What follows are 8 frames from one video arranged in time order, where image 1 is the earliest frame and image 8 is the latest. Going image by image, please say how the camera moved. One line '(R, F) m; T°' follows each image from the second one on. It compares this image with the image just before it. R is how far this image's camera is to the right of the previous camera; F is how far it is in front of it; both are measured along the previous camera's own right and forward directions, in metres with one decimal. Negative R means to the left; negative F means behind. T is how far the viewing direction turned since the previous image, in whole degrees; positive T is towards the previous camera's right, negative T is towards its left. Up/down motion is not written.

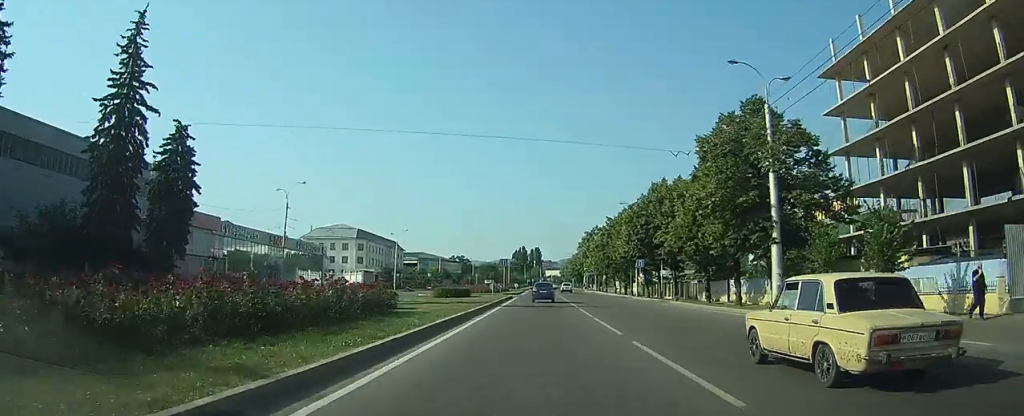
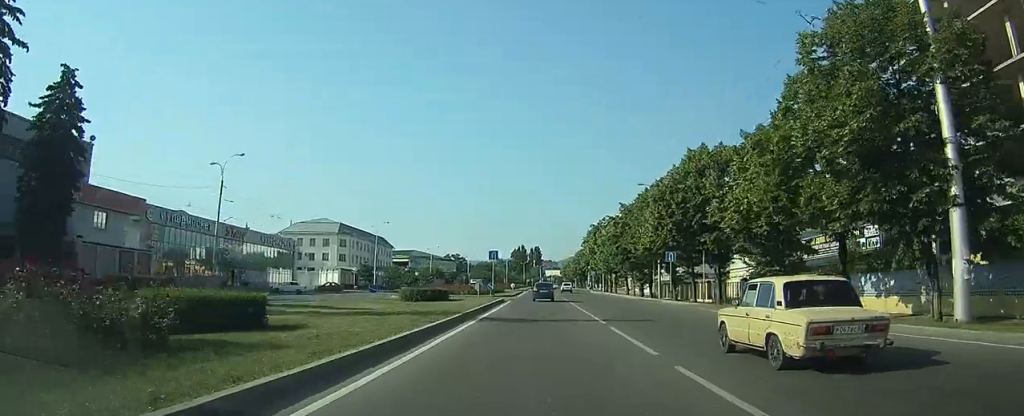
(0.0, +13.6) m; 0°
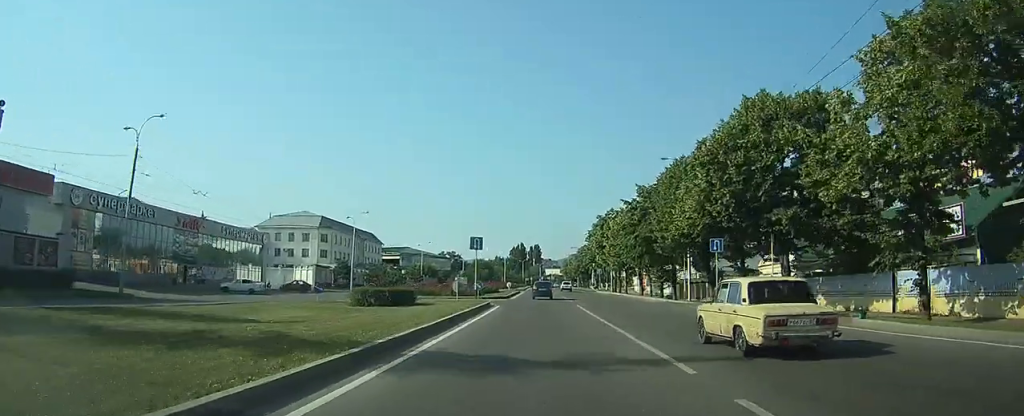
(0.0, +11.8) m; 0°
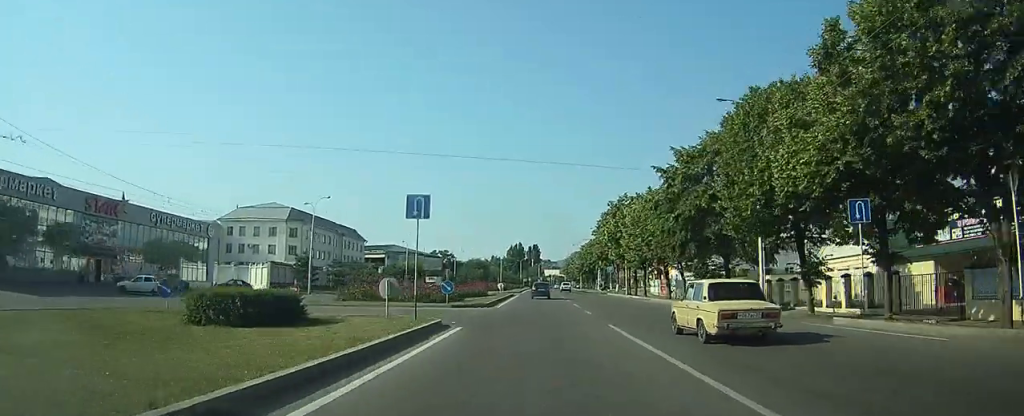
(0.0, +15.8) m; 0°
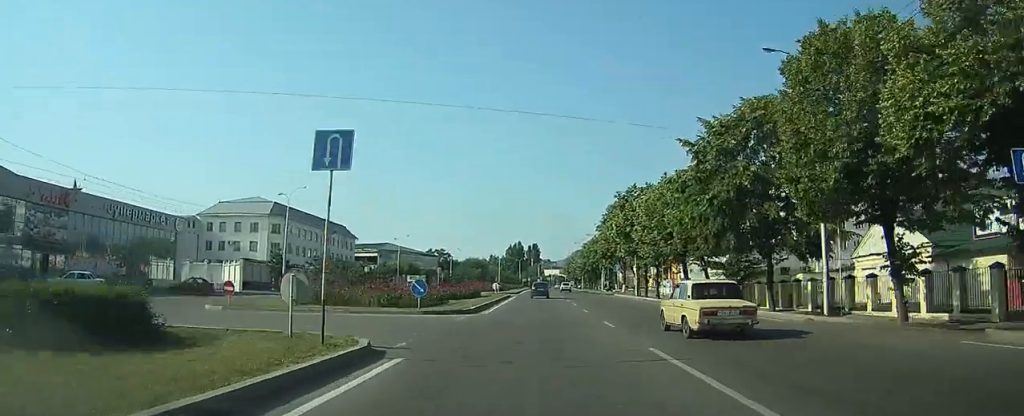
(0.0, +7.5) m; 0°
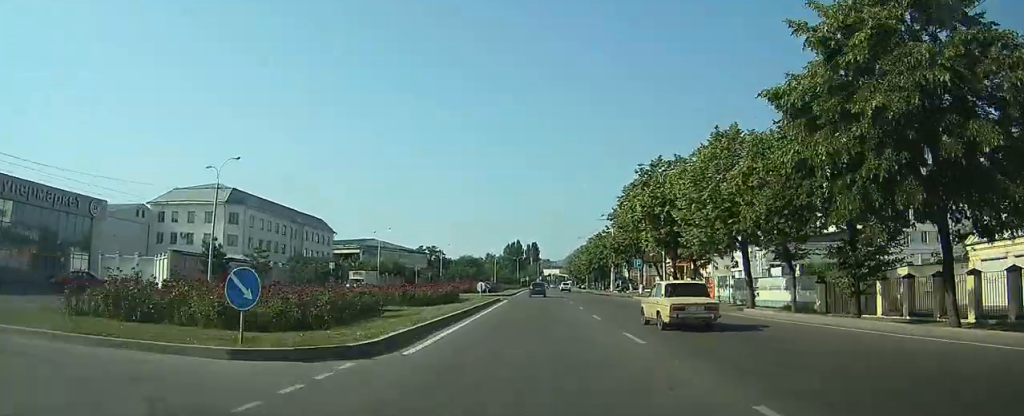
(0.0, +15.0) m; 0°
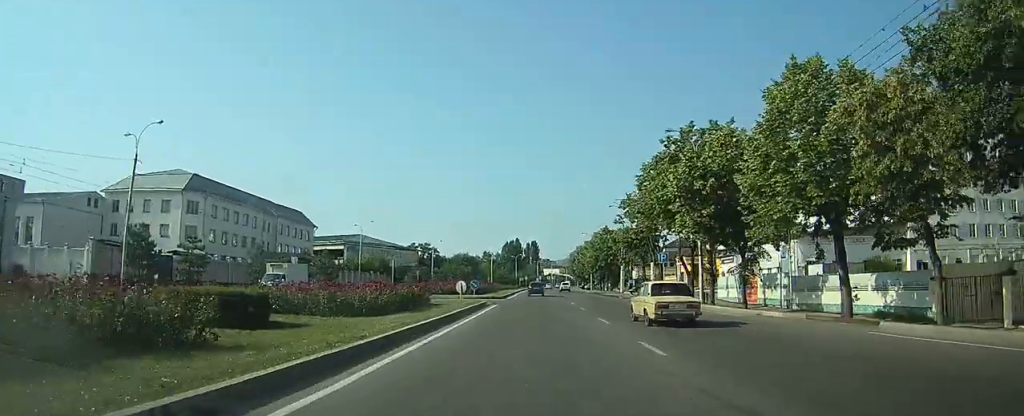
(0.0, +11.3) m; 0°
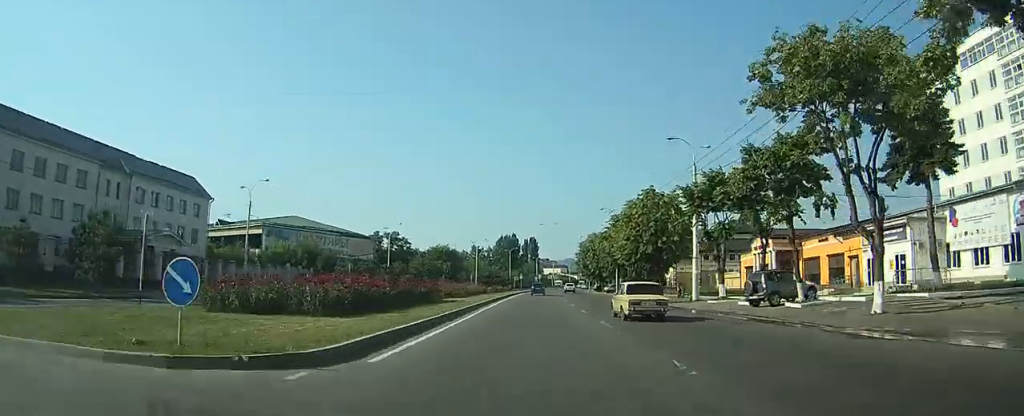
(0.0, +38.8) m; 0°
